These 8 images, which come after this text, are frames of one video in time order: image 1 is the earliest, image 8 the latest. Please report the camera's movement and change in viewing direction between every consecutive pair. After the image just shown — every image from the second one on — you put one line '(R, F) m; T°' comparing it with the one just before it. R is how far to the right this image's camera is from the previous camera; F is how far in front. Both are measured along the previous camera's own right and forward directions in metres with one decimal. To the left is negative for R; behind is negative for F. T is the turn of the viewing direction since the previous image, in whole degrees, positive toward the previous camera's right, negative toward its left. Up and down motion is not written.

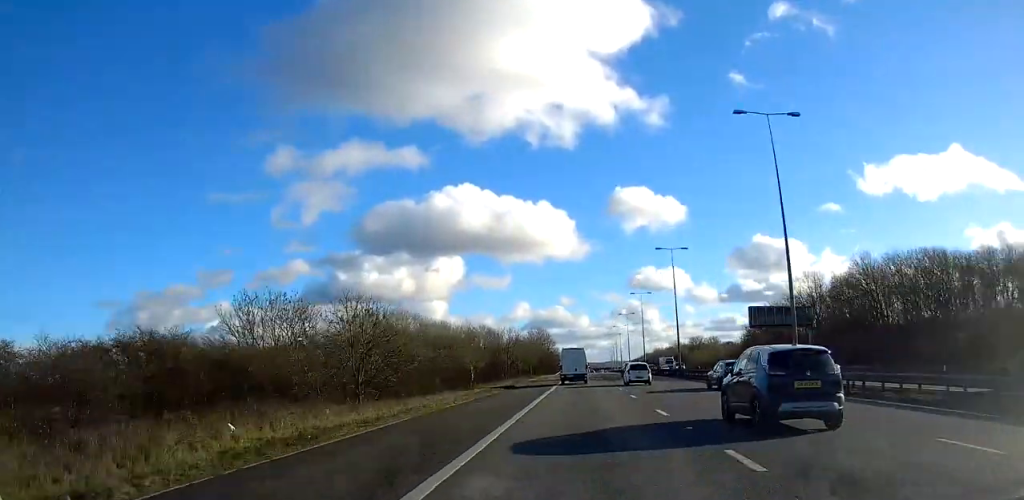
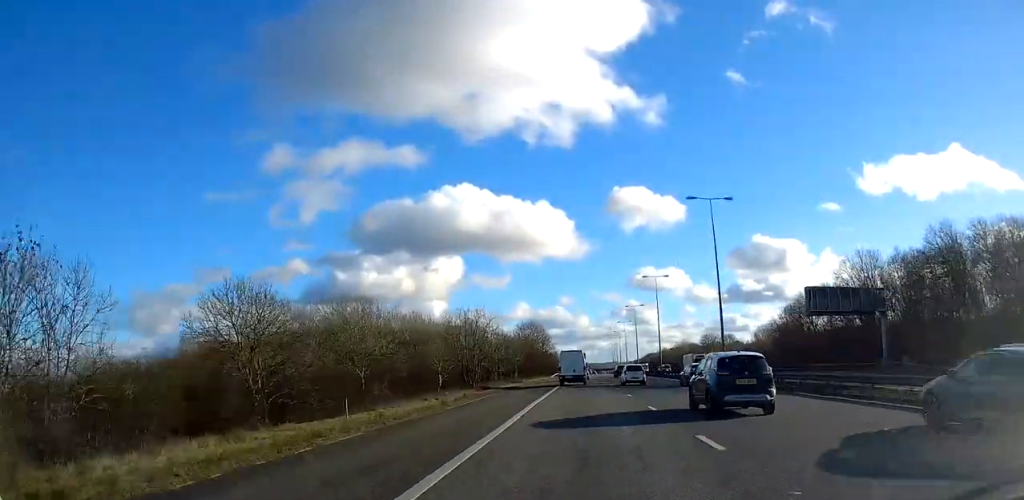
(0.0, +24.6) m; 0°
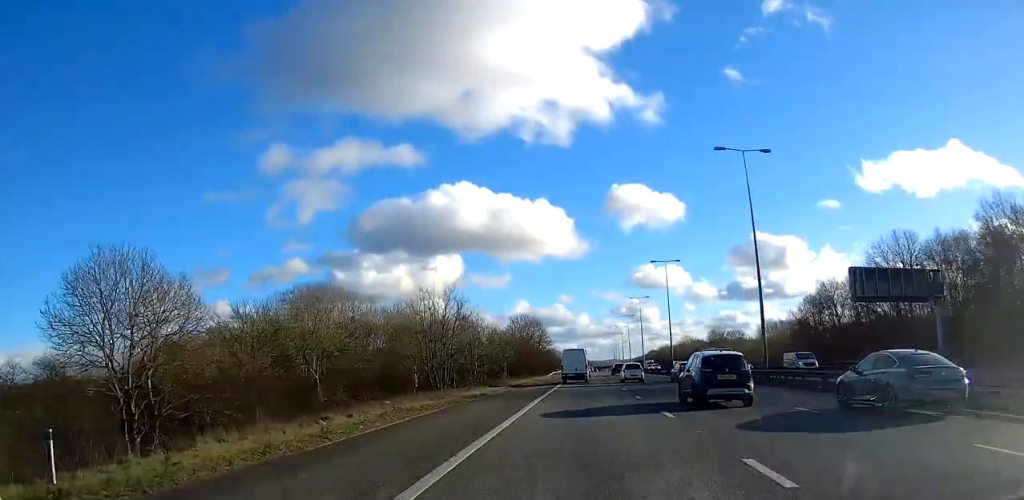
(0.0, +12.3) m; 0°
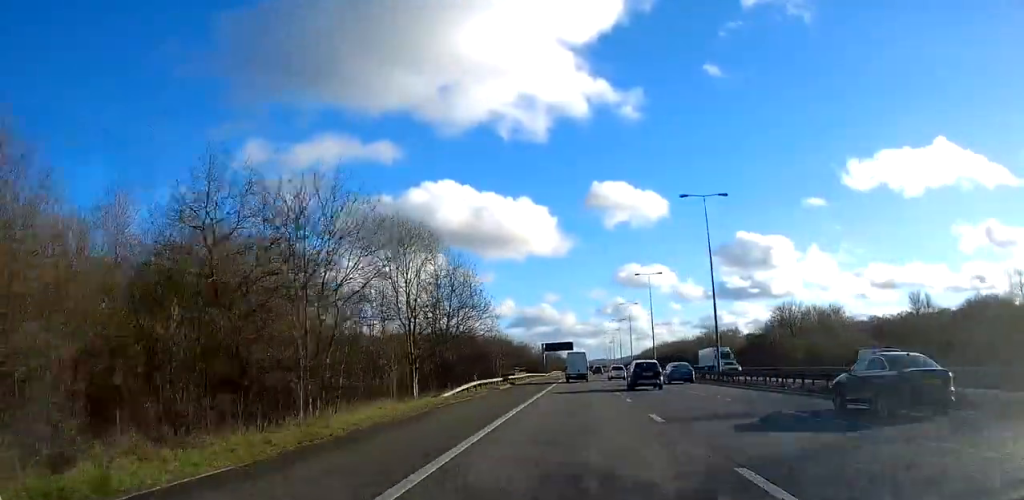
(+1.0, +81.3) m; +1°
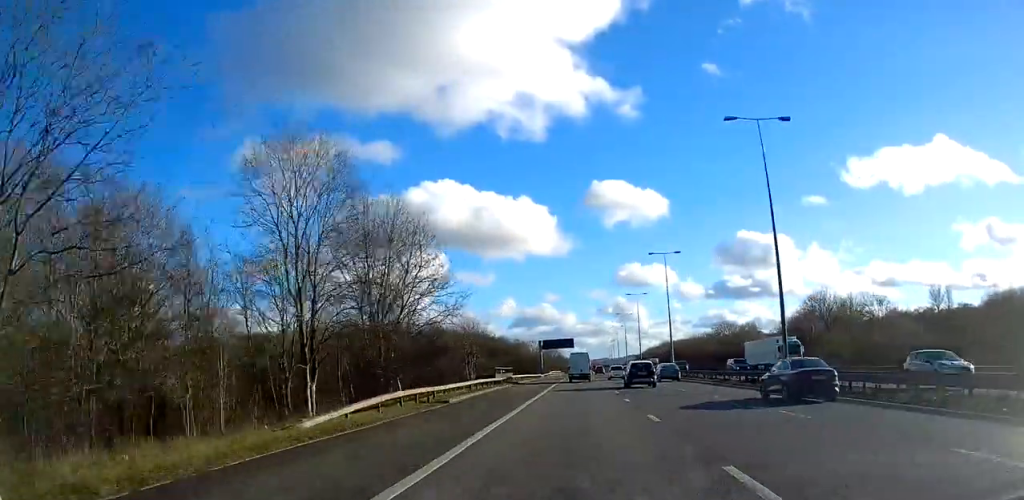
(+0.1, +17.8) m; 0°
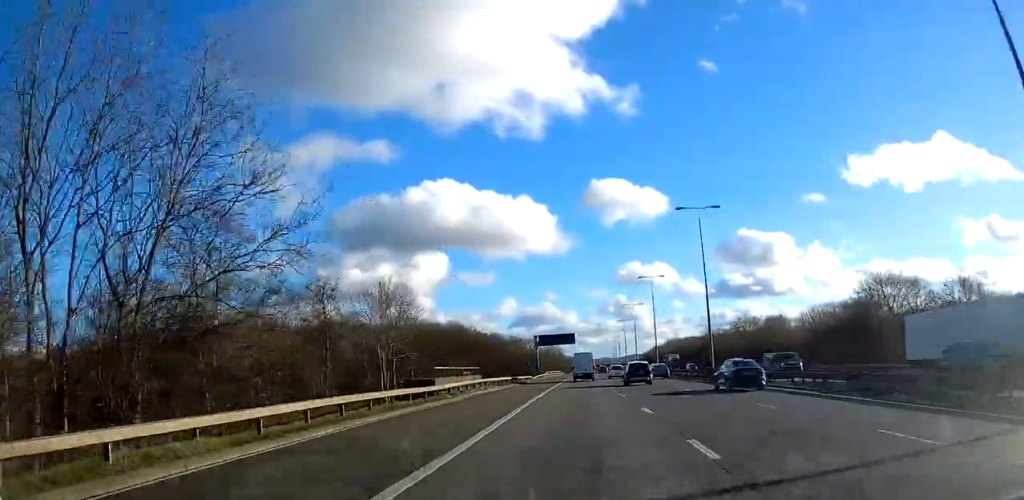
(0.0, +23.2) m; 0°
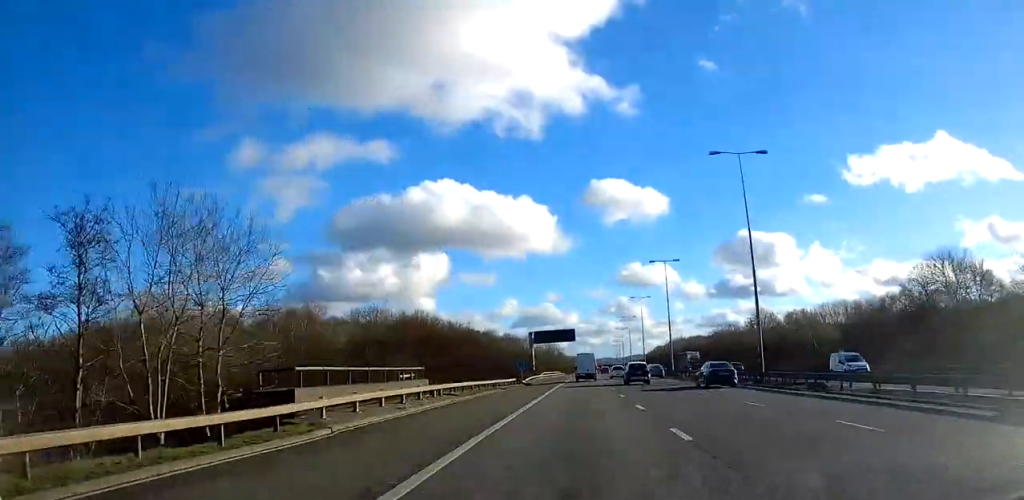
(0.0, +16.1) m; 0°
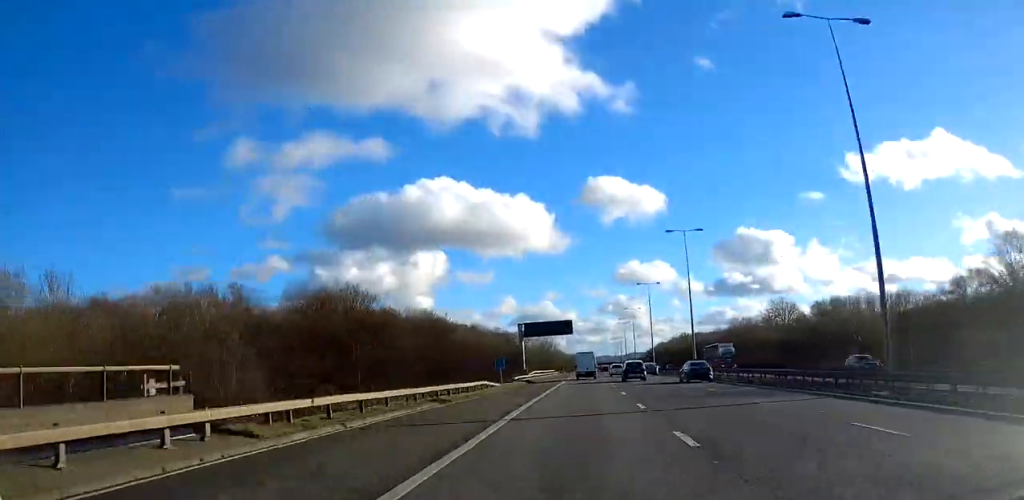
(0.0, +18.7) m; 0°
